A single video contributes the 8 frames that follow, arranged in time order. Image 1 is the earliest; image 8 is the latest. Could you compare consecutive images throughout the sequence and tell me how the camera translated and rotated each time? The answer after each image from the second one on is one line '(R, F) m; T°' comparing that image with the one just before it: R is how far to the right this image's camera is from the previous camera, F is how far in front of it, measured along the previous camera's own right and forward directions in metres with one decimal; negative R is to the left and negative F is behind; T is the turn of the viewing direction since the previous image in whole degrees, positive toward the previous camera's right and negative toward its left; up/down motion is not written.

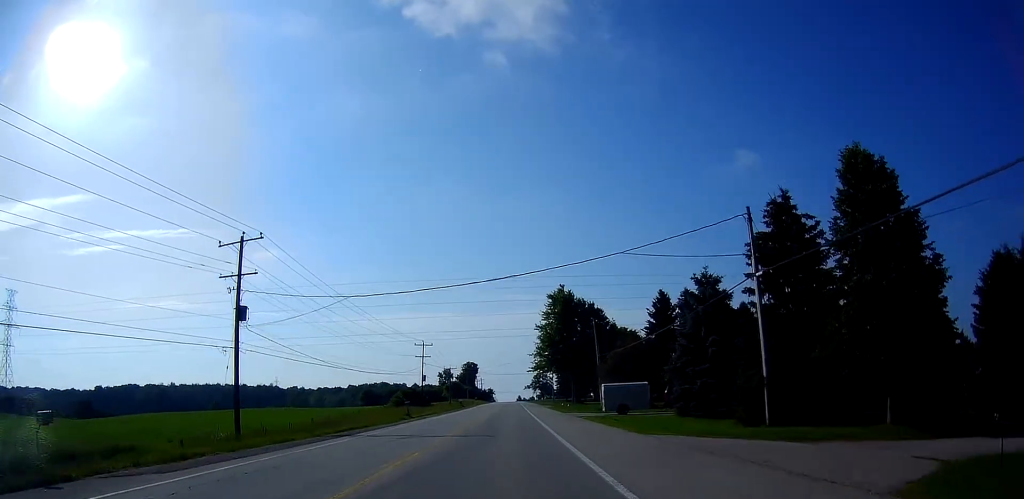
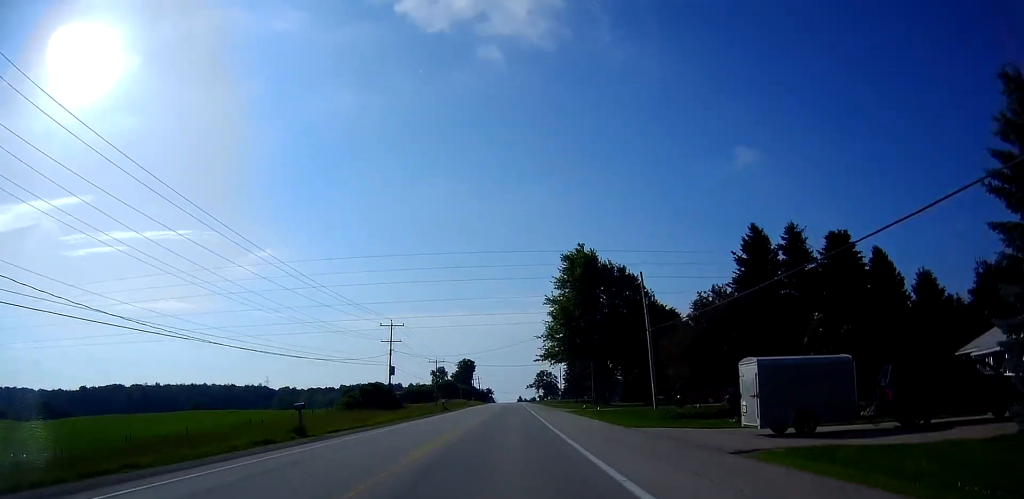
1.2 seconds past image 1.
(-0.3, +25.7) m; -1°
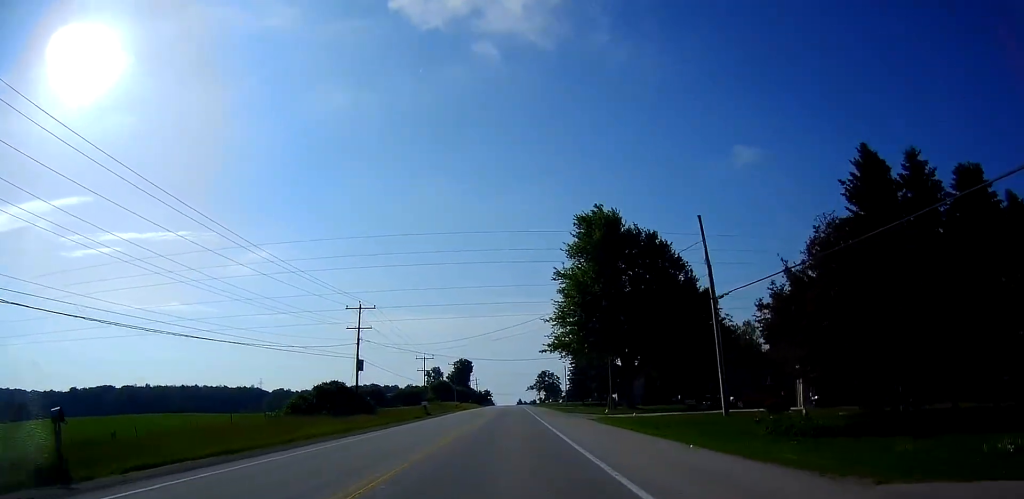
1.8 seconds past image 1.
(-0.1, +14.7) m; 0°
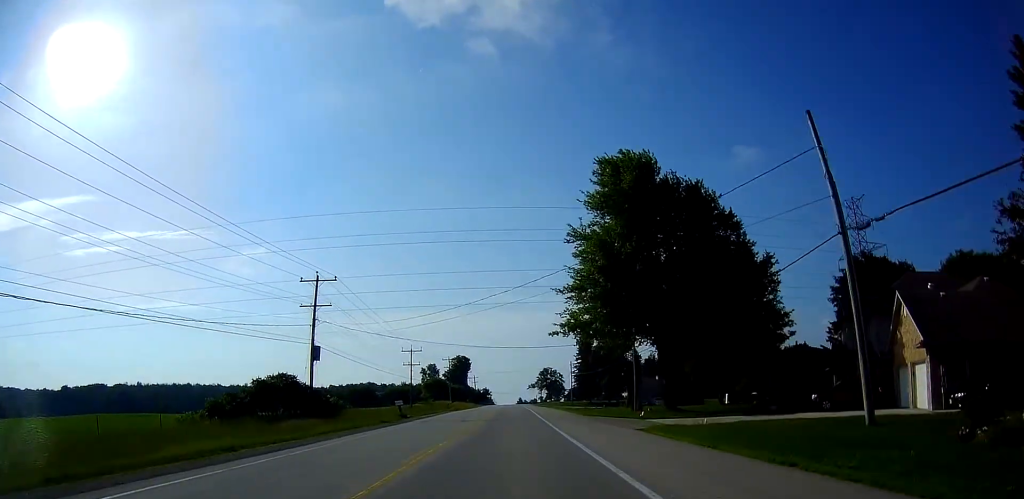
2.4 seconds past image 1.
(+0.3, +12.9) m; 0°
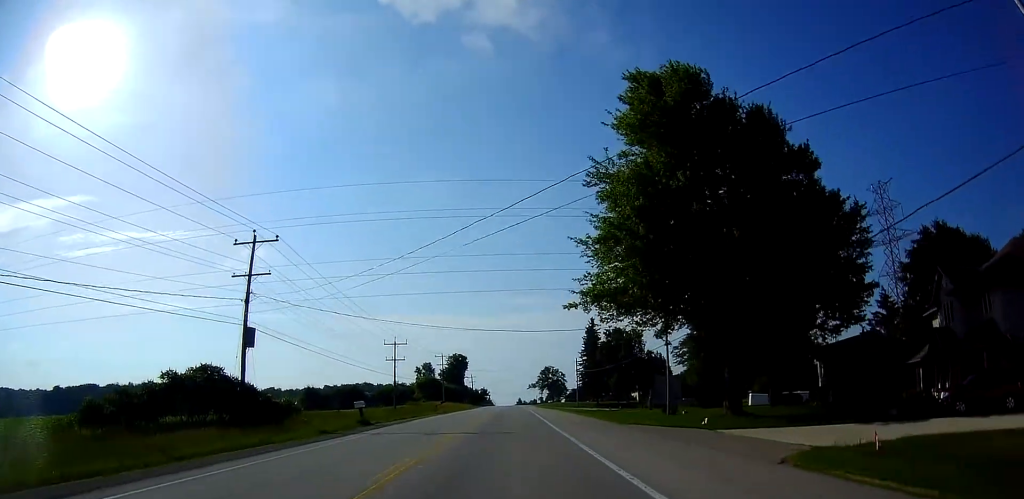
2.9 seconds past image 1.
(-0.1, +11.4) m; 0°
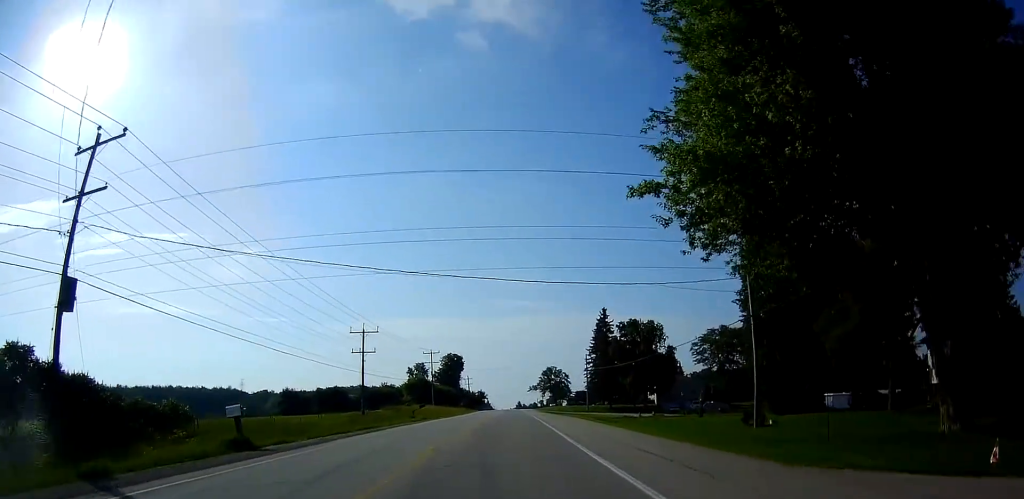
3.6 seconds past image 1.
(-0.2, +15.4) m; 0°
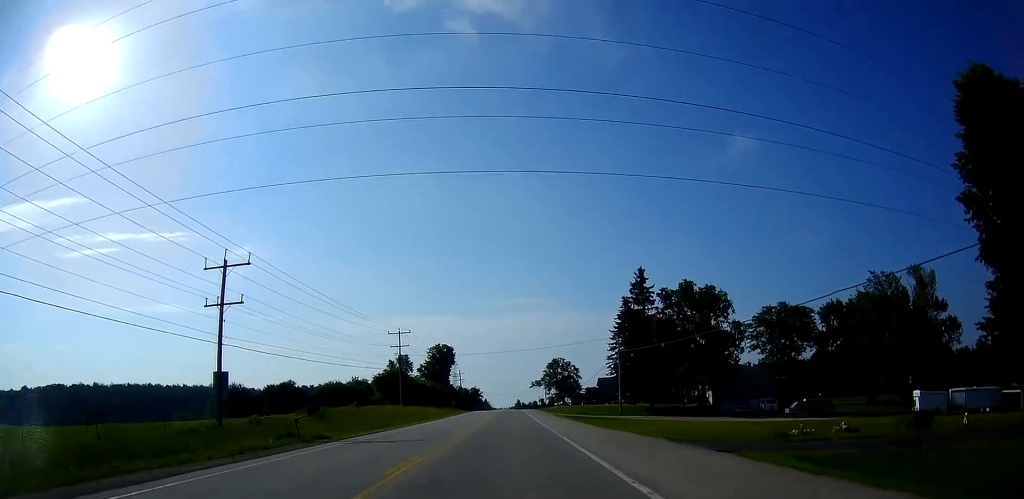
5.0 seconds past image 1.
(+0.2, +29.2) m; 0°
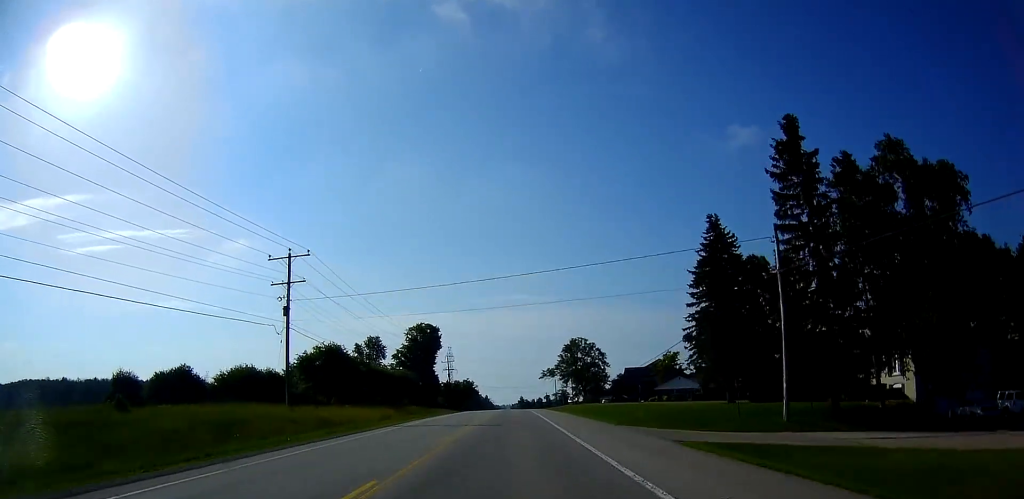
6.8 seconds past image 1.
(+0.2, +39.7) m; +1°
